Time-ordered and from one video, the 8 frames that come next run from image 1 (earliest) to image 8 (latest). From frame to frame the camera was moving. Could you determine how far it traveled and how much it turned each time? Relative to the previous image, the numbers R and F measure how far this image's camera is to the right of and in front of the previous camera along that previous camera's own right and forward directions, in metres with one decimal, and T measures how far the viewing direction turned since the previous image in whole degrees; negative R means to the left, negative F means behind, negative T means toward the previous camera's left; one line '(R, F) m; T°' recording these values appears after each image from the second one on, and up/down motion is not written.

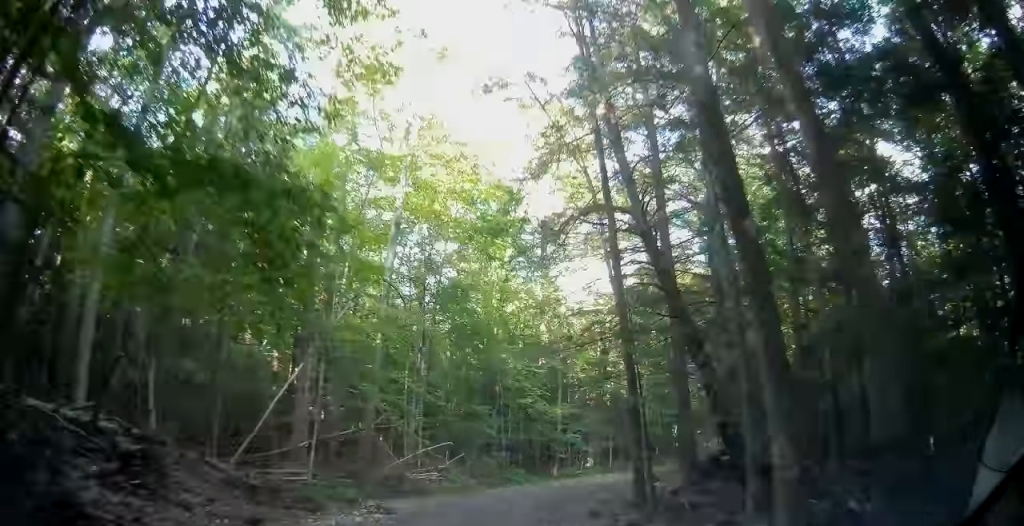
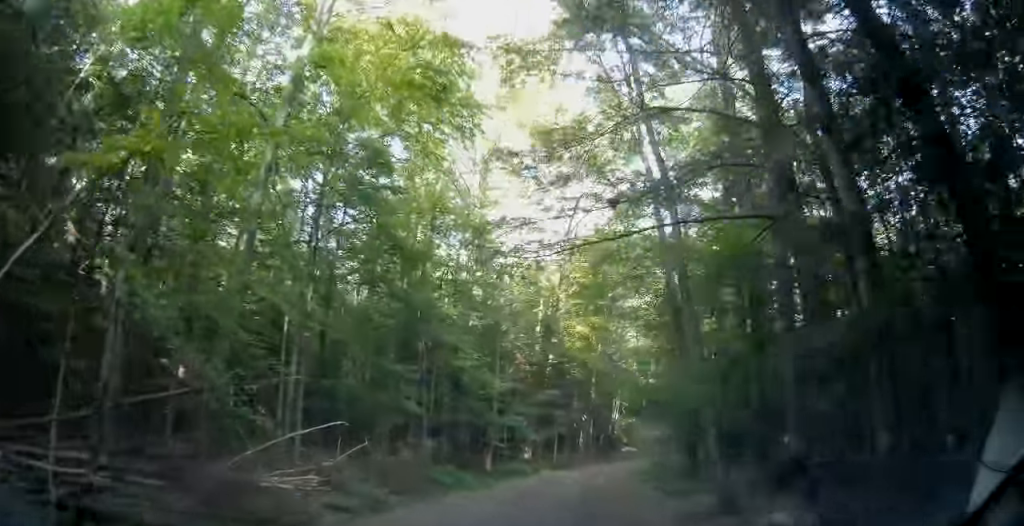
(+0.9, +11.0) m; +12°
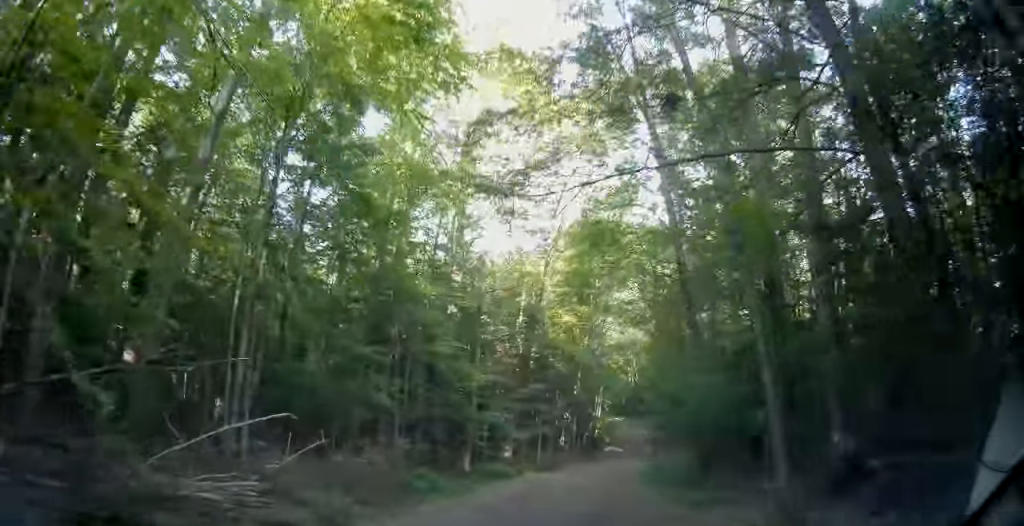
(+0.4, +3.2) m; +3°
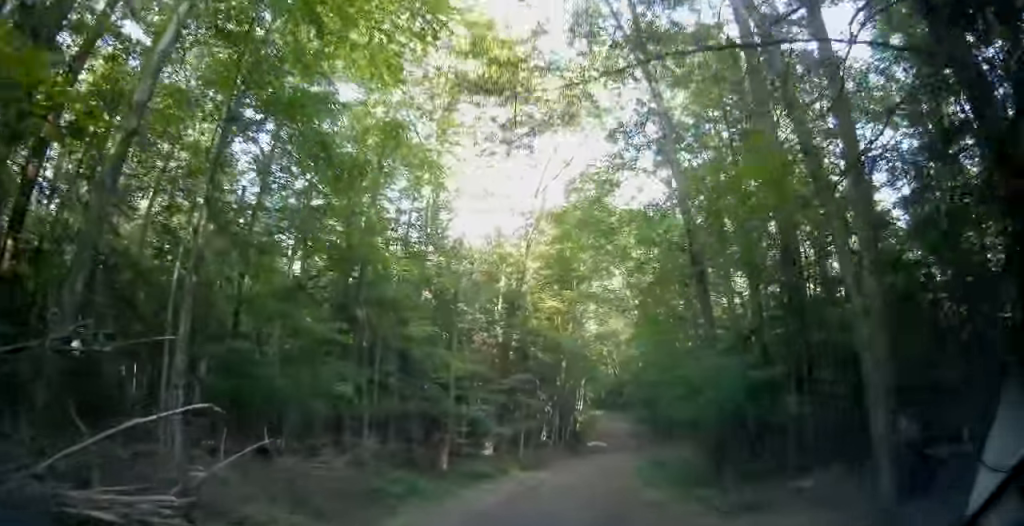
(0.0, +3.0) m; +4°
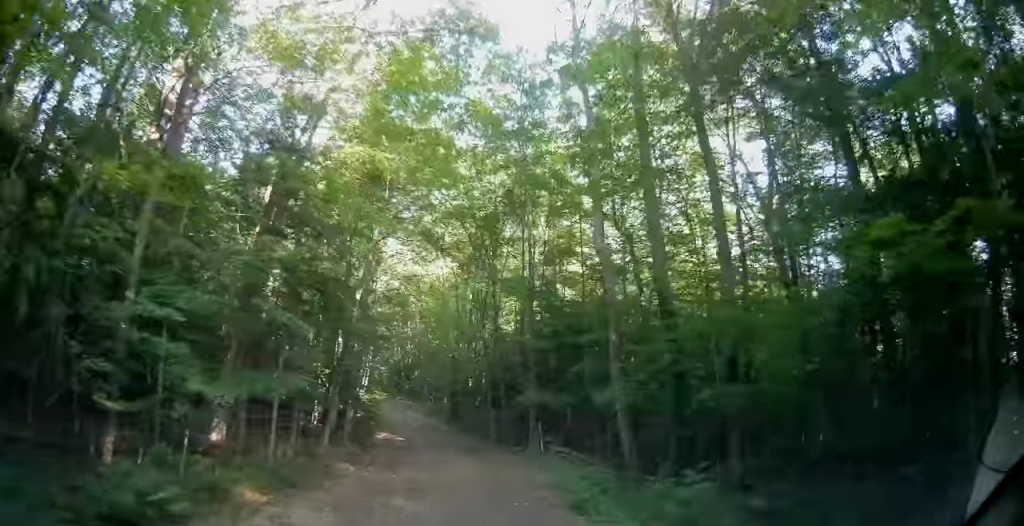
(+3.2, +16.9) m; +15°
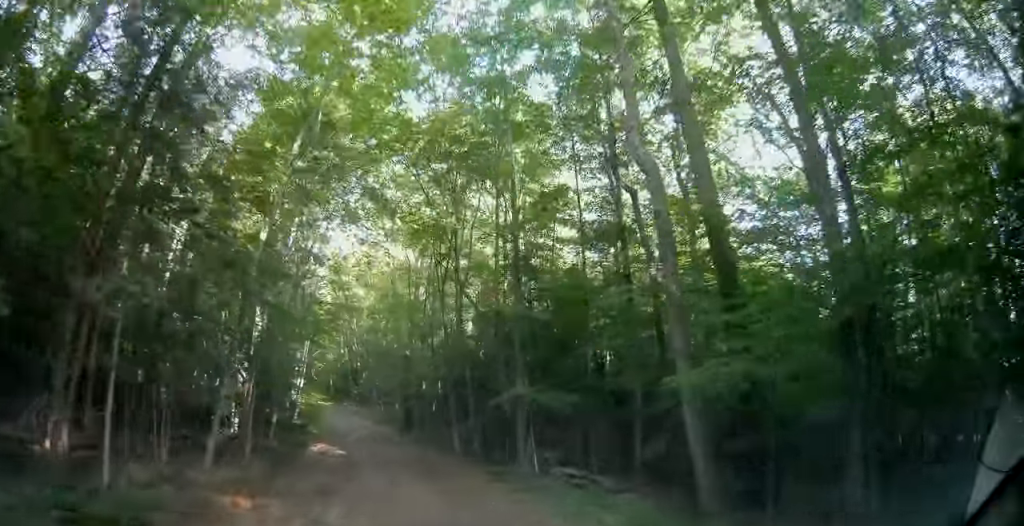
(0.0, +9.2) m; +4°
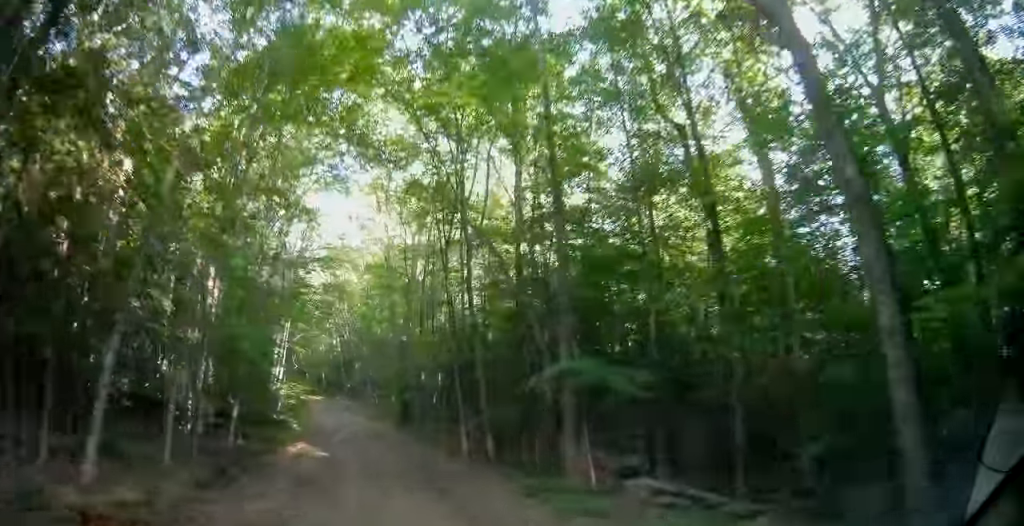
(+0.4, +6.1) m; +4°
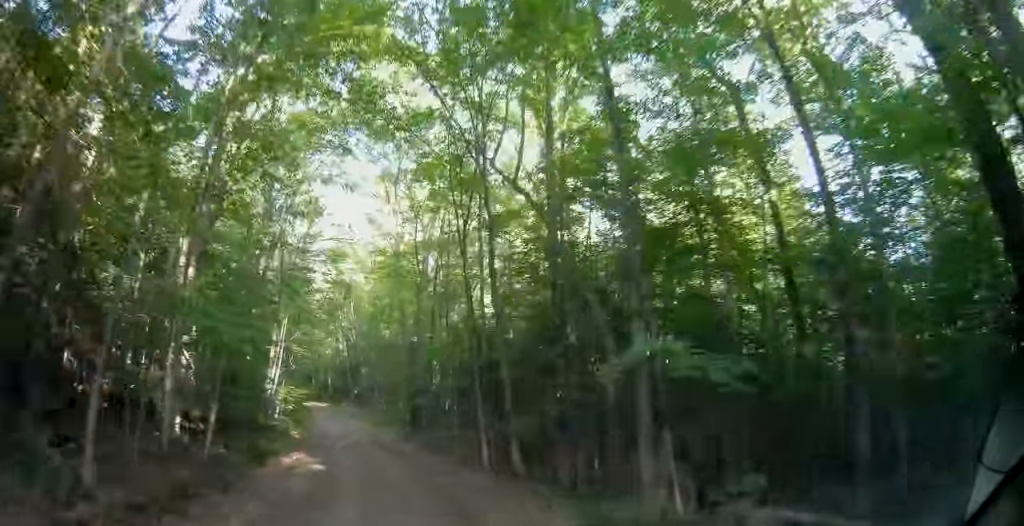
(+0.1, +3.7) m; 0°
